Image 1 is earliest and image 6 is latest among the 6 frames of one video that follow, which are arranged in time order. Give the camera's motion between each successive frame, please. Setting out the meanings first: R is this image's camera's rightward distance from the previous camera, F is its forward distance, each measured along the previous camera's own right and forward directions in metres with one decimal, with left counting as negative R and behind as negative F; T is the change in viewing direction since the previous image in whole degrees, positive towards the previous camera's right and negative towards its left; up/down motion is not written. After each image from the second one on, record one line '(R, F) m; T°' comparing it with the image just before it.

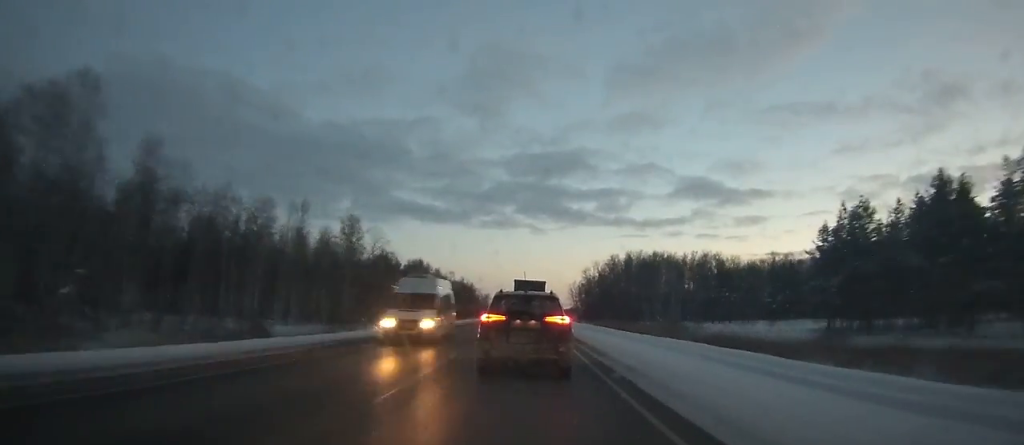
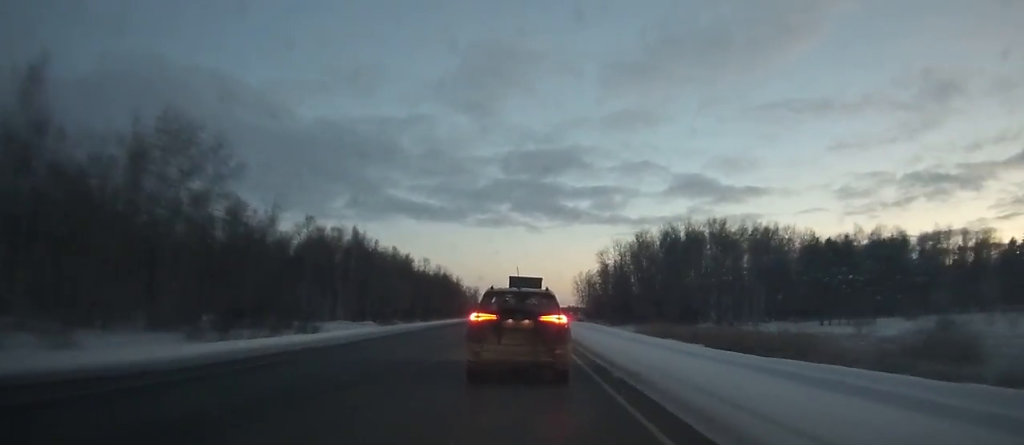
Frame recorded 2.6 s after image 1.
(+0.1, +49.5) m; 0°
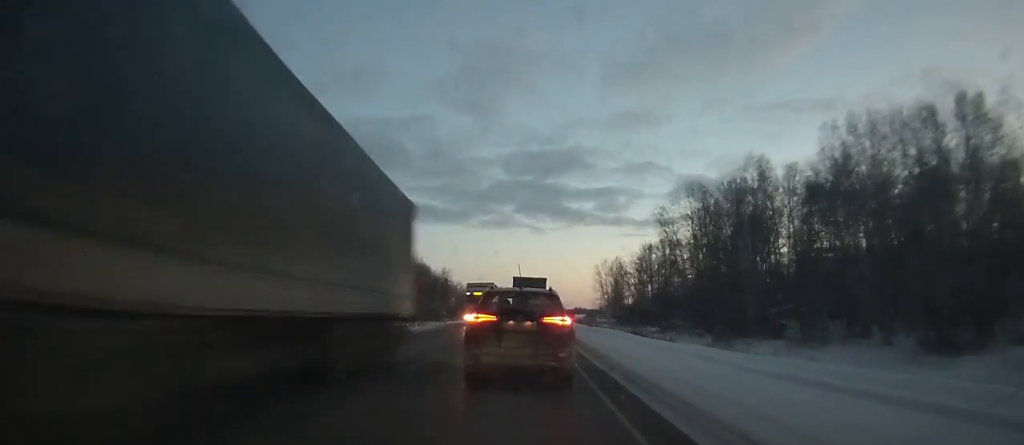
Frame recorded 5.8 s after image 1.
(0.0, +59.0) m; 0°
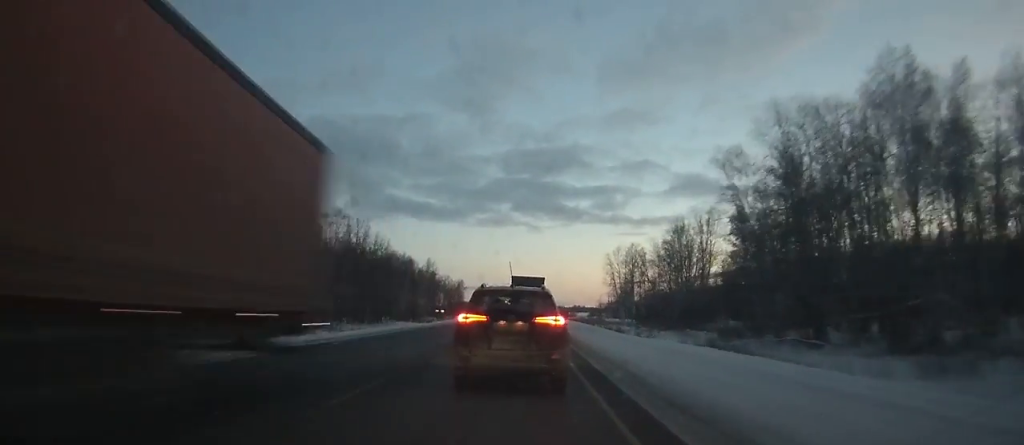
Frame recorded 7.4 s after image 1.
(-0.1, +28.5) m; 0°
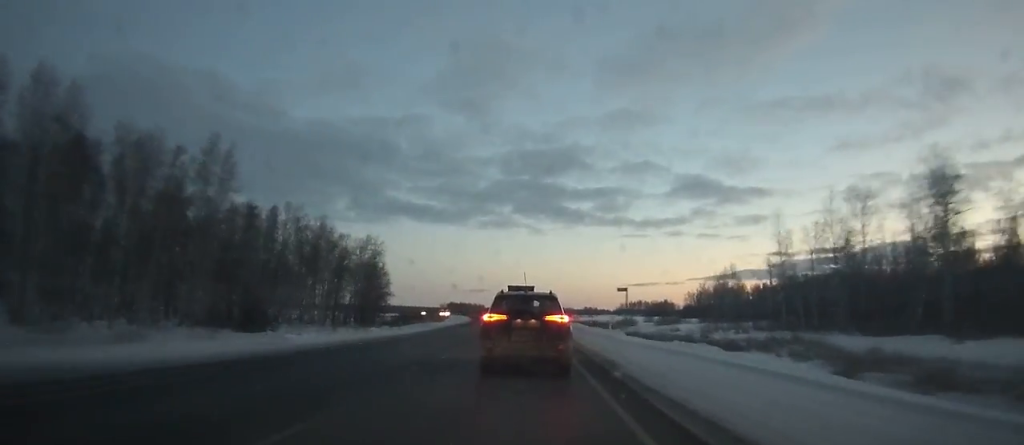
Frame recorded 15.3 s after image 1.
(-0.4, +138.8) m; -1°
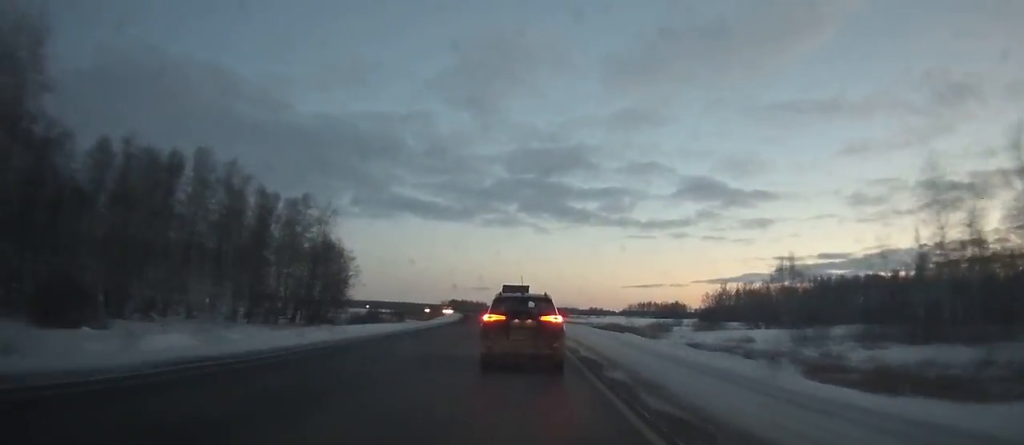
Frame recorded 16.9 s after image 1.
(-0.2, +28.5) m; -1°
